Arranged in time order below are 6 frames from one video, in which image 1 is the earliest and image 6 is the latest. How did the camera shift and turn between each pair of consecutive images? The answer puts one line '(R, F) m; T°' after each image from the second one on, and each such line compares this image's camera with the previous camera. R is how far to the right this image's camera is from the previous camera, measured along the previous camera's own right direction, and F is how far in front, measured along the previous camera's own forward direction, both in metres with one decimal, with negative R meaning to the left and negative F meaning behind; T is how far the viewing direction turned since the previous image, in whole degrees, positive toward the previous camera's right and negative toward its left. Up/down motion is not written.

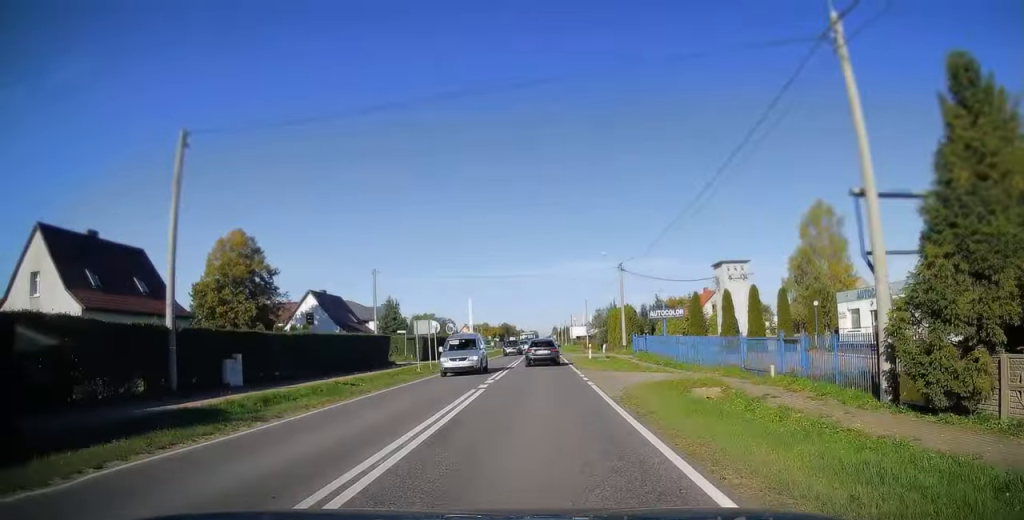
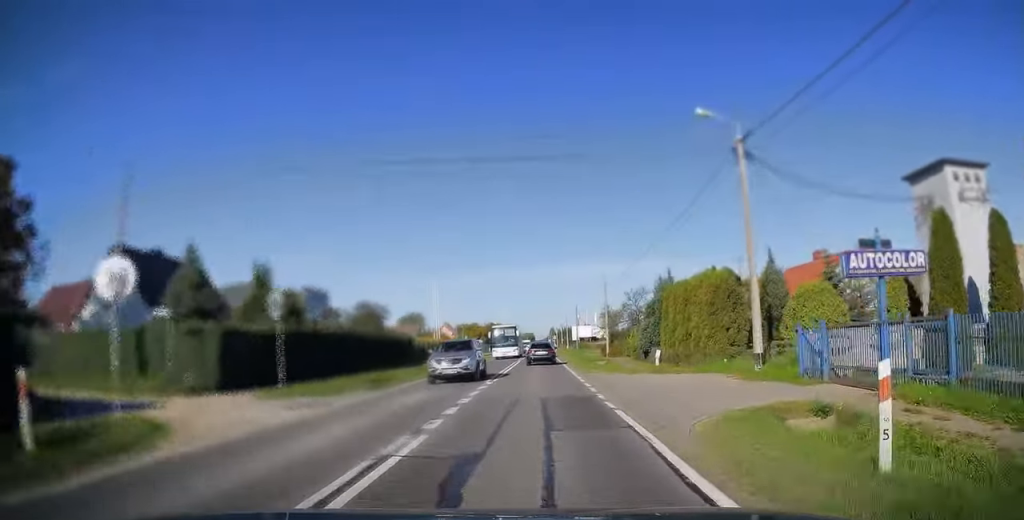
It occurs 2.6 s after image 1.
(-0.1, +34.8) m; 0°
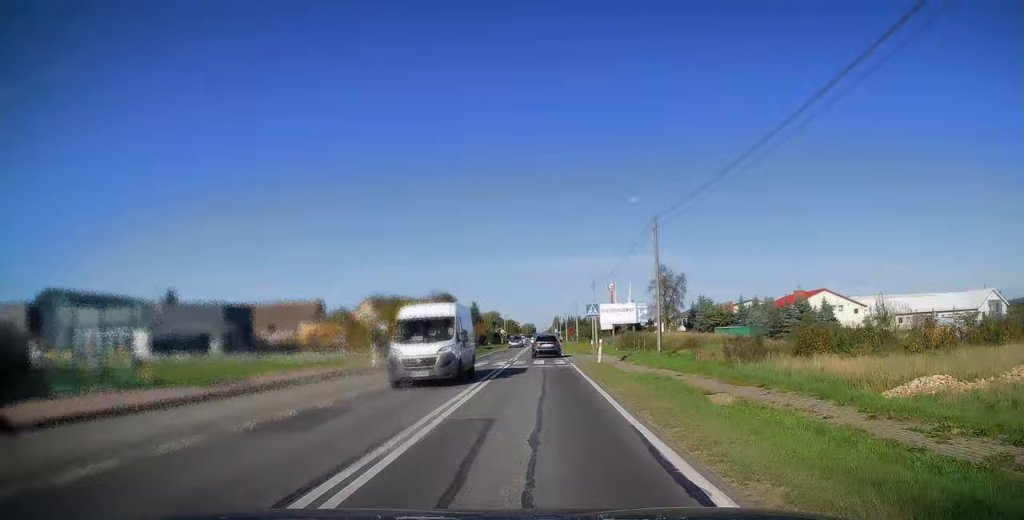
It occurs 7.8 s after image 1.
(0.0, +74.7) m; 0°
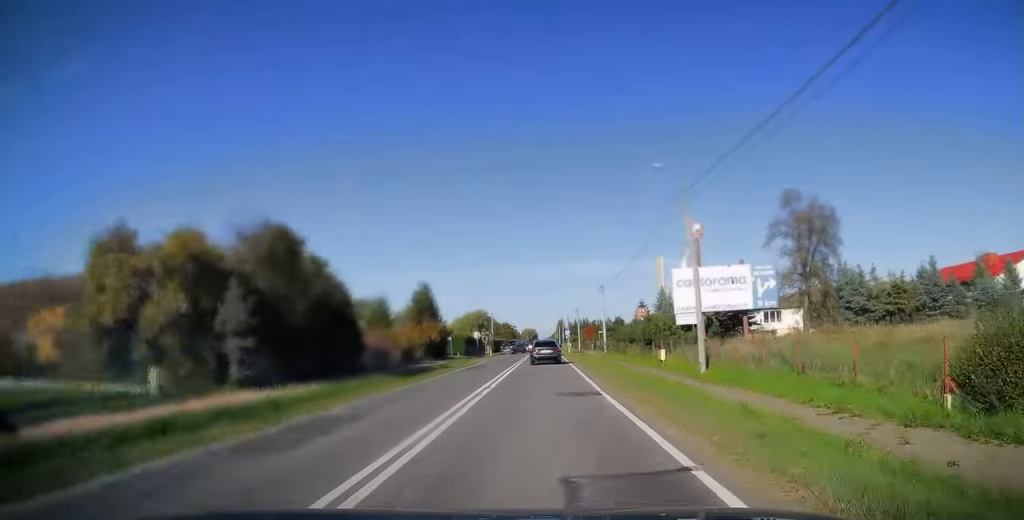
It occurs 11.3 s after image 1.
(-0.1, +52.1) m; 0°
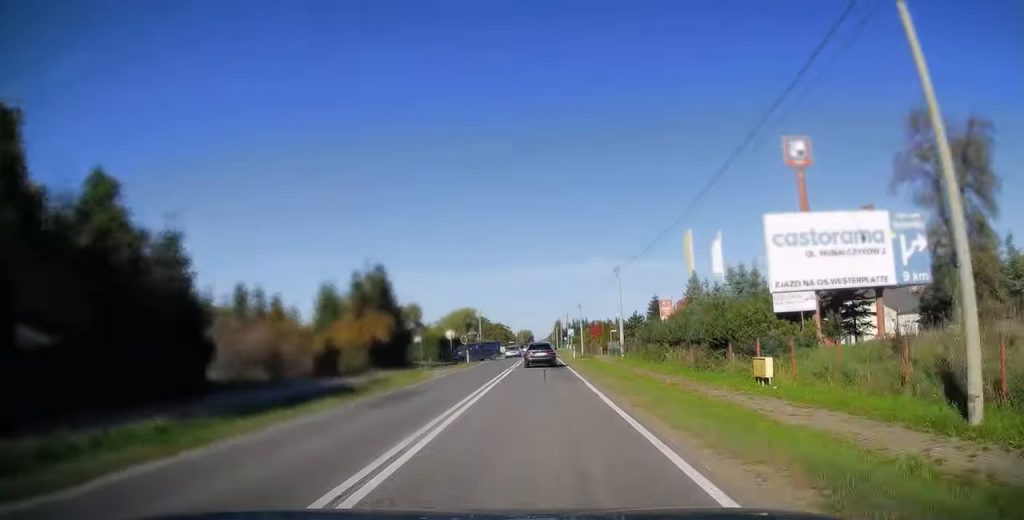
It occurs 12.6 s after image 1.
(-0.1, +18.2) m; 0°
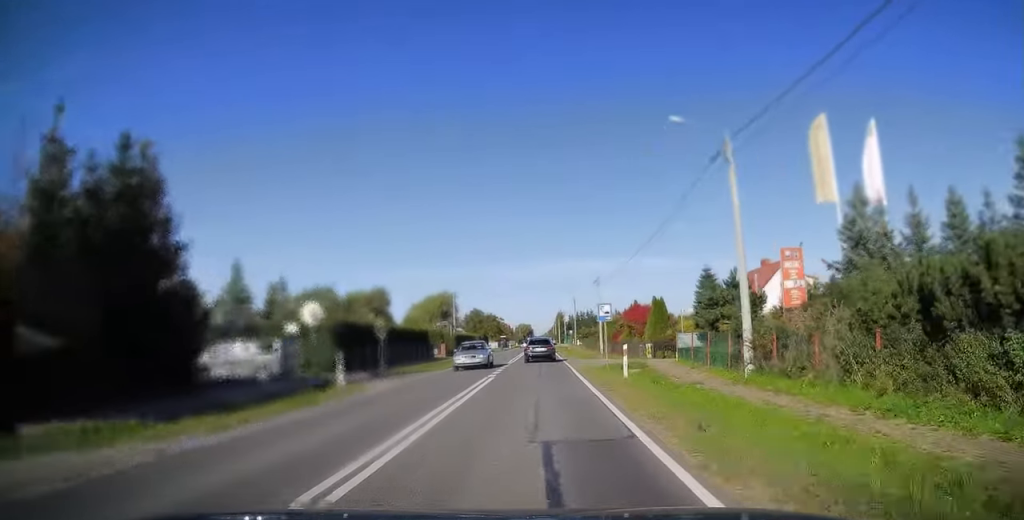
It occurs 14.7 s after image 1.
(+0.1, +32.6) m; 0°
